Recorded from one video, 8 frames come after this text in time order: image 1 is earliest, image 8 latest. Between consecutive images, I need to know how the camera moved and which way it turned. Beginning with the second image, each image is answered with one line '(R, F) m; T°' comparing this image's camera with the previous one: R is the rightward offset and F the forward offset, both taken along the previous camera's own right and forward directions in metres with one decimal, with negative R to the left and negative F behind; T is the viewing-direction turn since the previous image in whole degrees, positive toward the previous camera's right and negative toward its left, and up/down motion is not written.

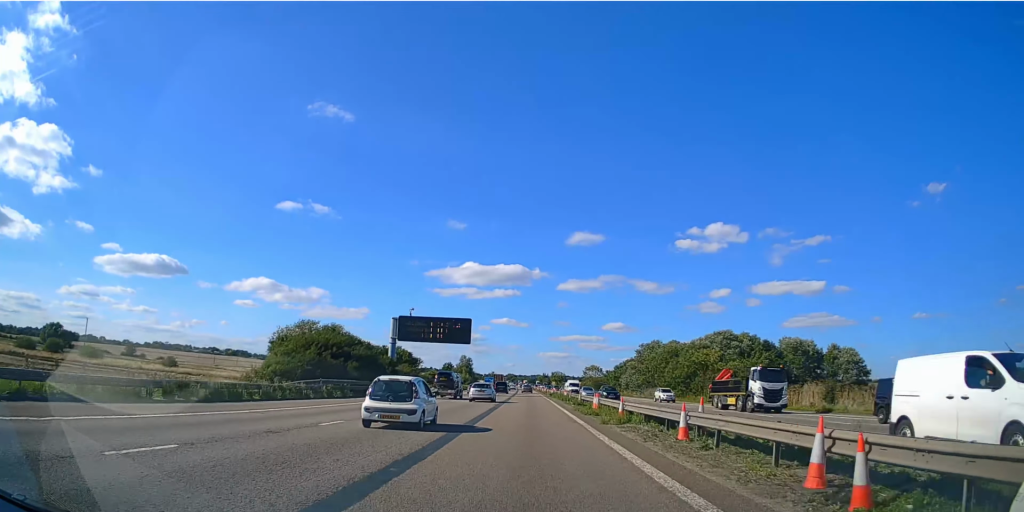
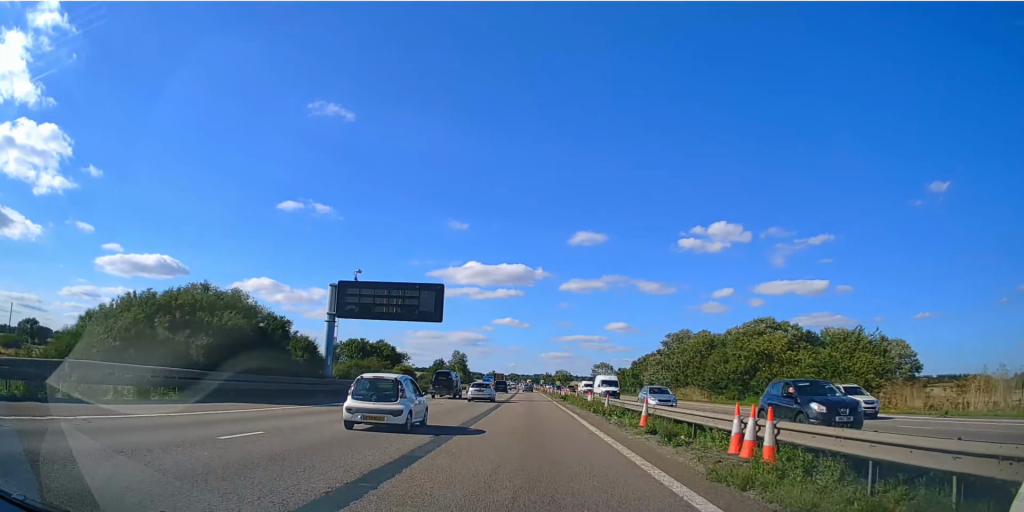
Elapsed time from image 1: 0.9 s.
(0.0, +21.8) m; 0°
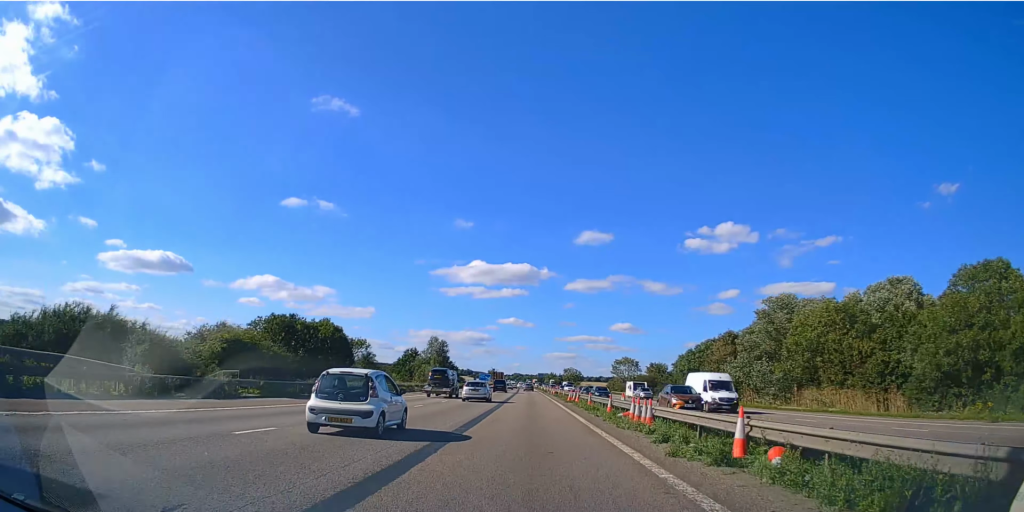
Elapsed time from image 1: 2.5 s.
(0.0, +42.6) m; 0°
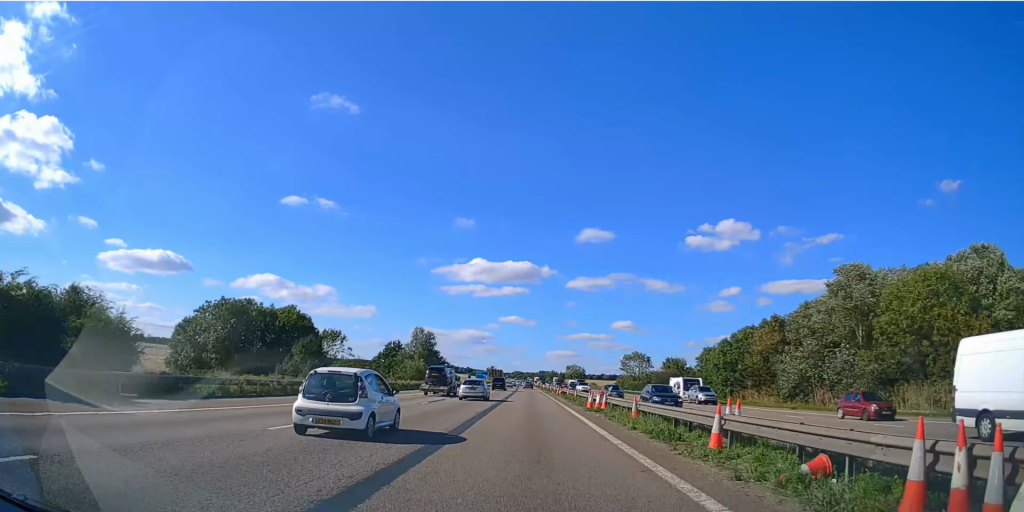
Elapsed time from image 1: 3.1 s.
(-0.1, +16.3) m; 0°
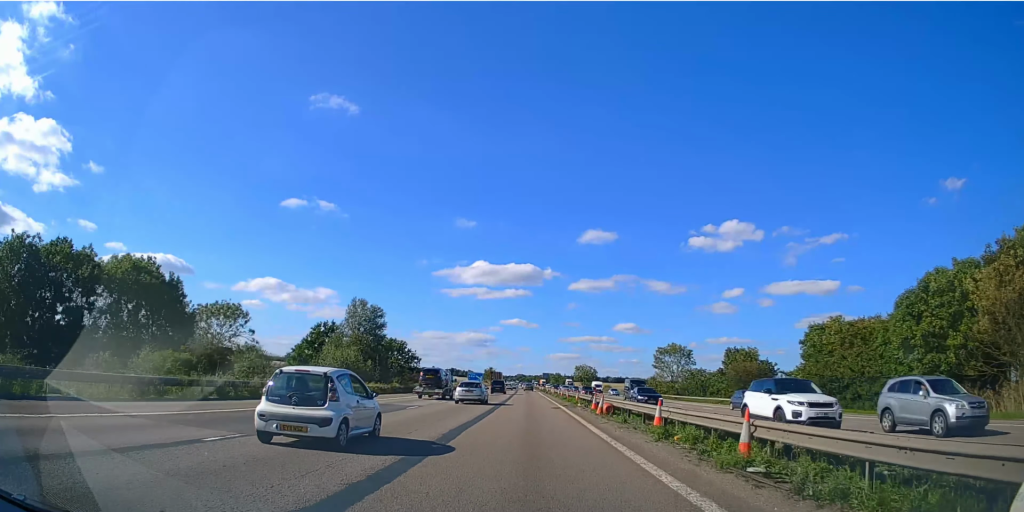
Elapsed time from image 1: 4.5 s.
(-0.2, +38.5) m; 0°
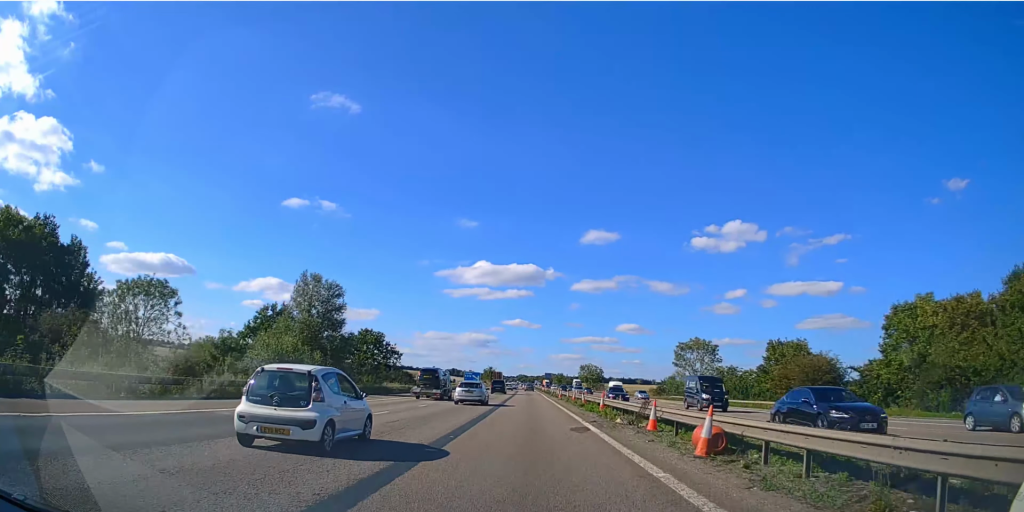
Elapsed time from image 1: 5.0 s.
(0.0, +15.8) m; 0°
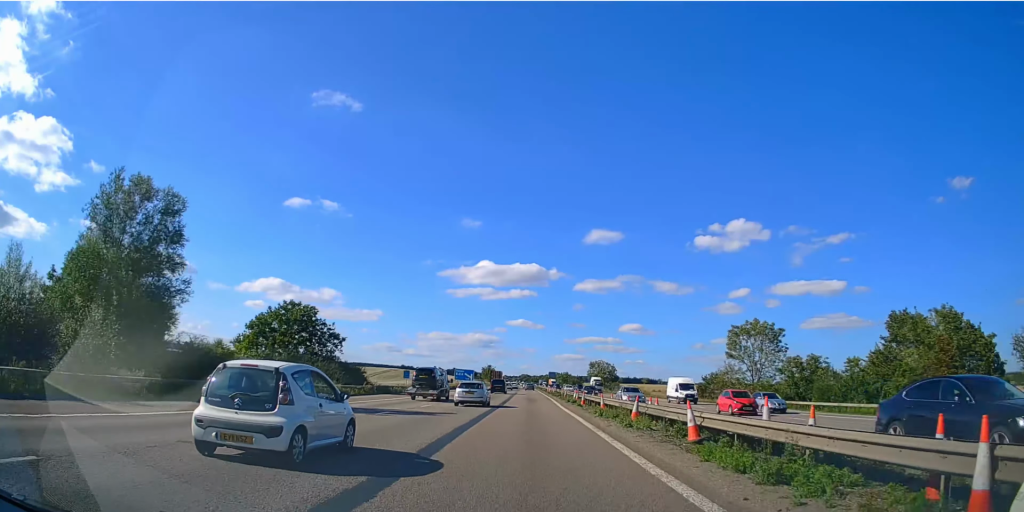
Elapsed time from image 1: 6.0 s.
(-0.1, +26.2) m; 0°
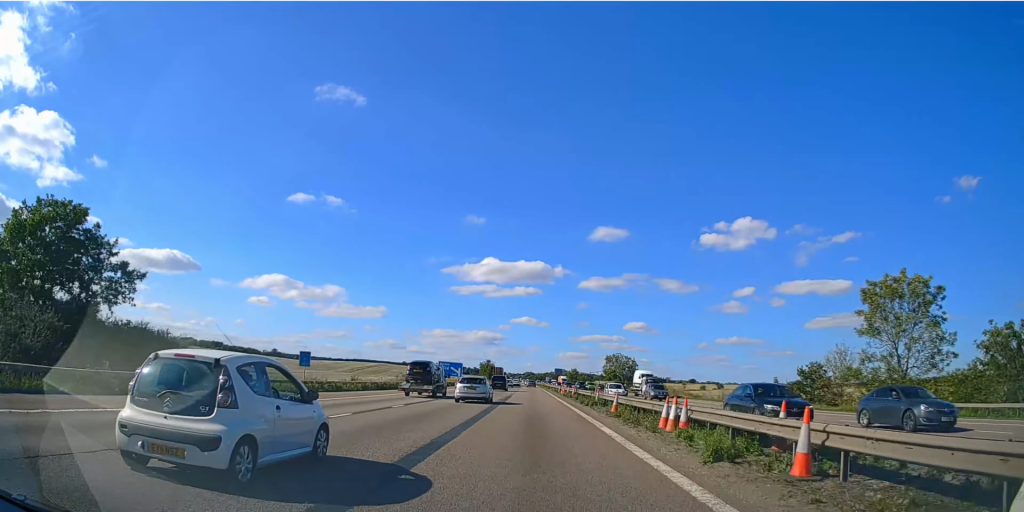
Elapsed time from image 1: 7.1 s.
(-0.1, +32.9) m; 0°
